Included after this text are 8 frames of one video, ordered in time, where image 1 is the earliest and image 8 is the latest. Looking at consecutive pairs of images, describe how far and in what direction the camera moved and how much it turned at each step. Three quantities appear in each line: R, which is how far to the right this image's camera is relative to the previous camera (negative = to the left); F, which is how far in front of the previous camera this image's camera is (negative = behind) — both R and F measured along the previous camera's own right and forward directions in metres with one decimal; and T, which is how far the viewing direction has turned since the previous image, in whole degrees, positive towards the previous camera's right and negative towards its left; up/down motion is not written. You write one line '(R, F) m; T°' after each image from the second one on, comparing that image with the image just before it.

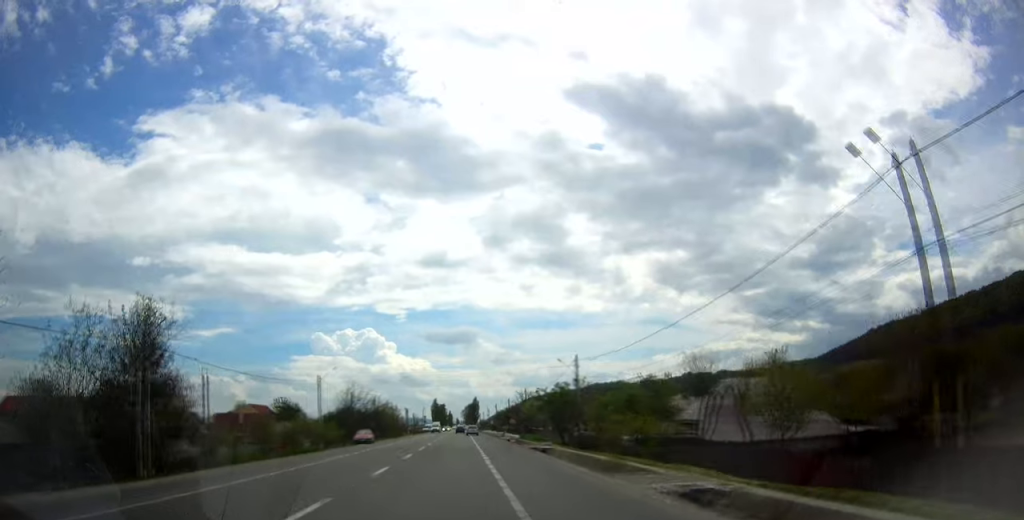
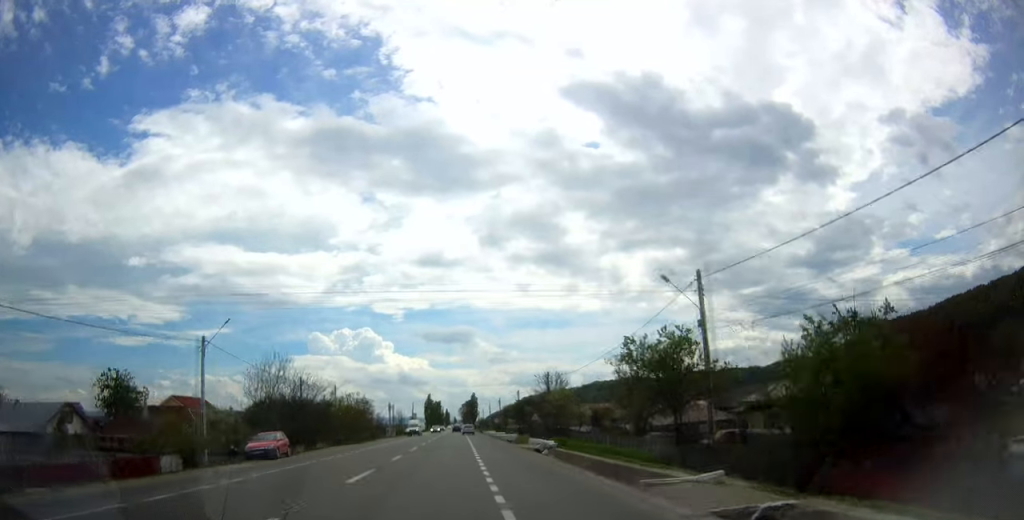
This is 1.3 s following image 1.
(0.0, +28.3) m; +1°
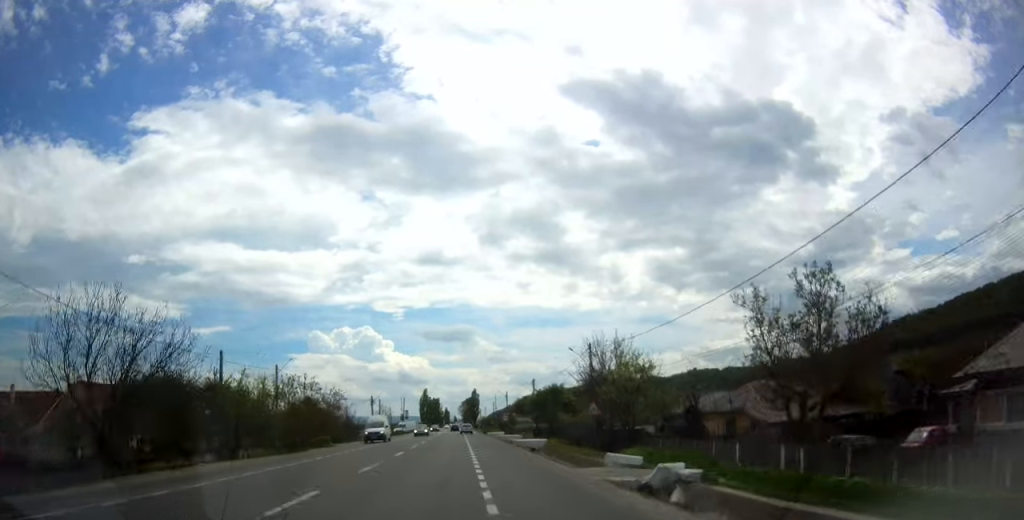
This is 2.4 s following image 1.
(+0.6, +23.4) m; +1°
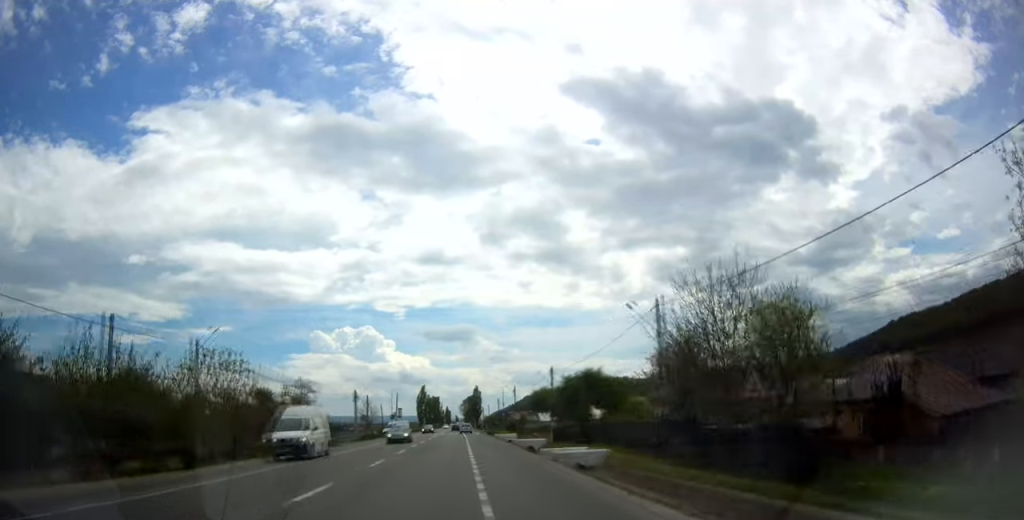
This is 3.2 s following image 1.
(-0.2, +16.5) m; -1°
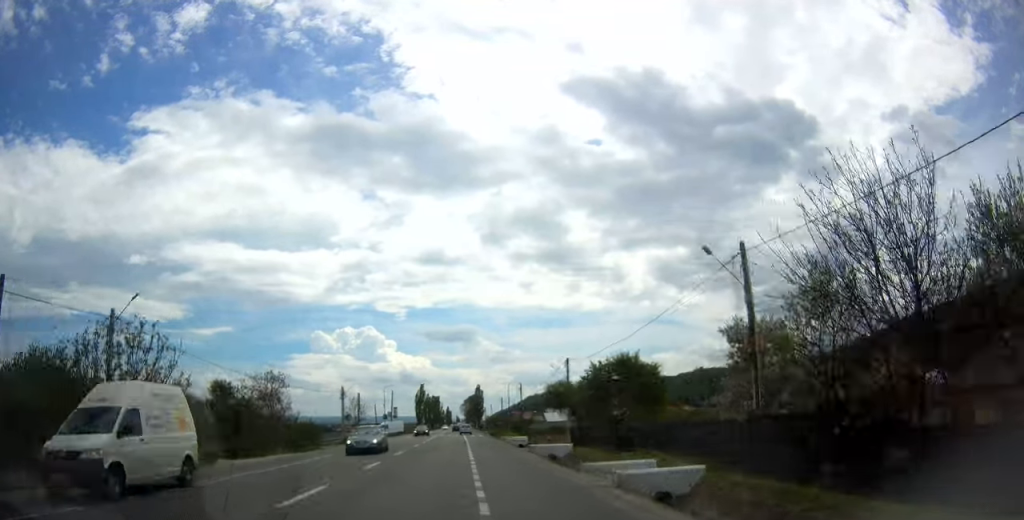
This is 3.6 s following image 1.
(-0.2, +9.6) m; 0°
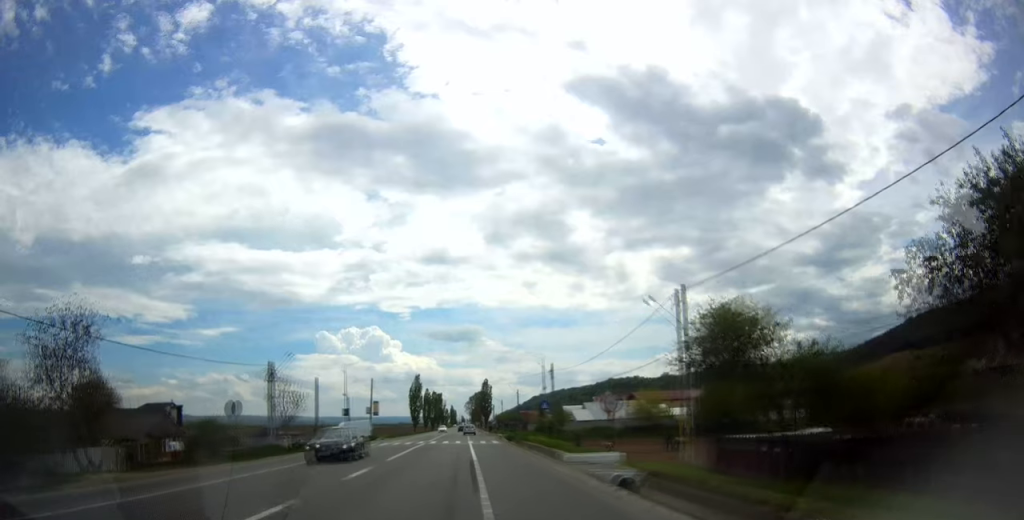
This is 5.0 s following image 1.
(-0.1, +29.5) m; -1°
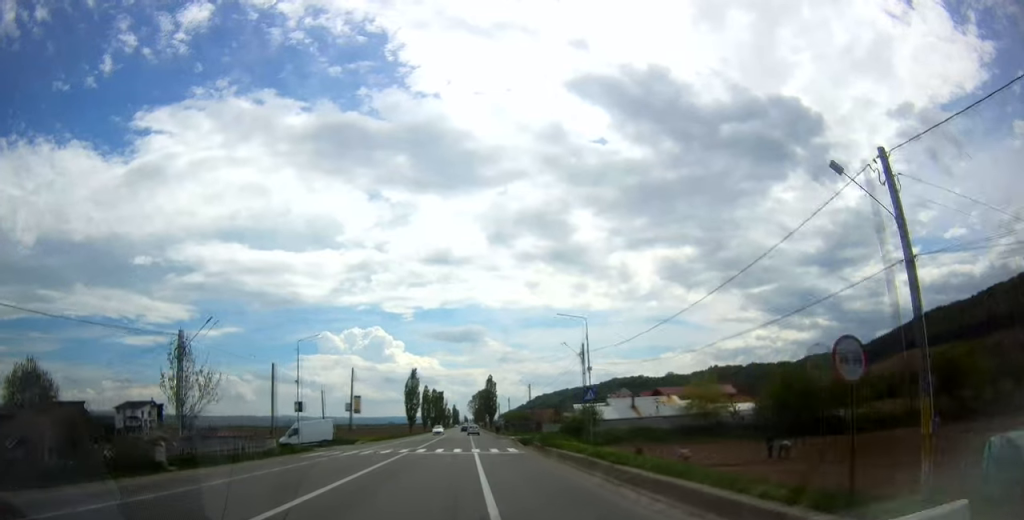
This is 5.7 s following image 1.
(-0.4, +15.6) m; 0°
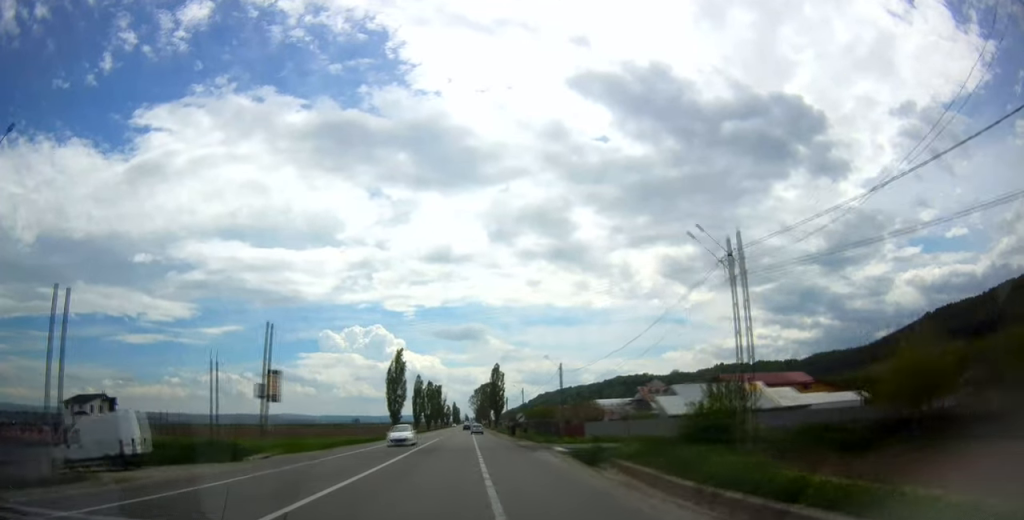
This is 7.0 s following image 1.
(+0.7, +28.9) m; +1°
